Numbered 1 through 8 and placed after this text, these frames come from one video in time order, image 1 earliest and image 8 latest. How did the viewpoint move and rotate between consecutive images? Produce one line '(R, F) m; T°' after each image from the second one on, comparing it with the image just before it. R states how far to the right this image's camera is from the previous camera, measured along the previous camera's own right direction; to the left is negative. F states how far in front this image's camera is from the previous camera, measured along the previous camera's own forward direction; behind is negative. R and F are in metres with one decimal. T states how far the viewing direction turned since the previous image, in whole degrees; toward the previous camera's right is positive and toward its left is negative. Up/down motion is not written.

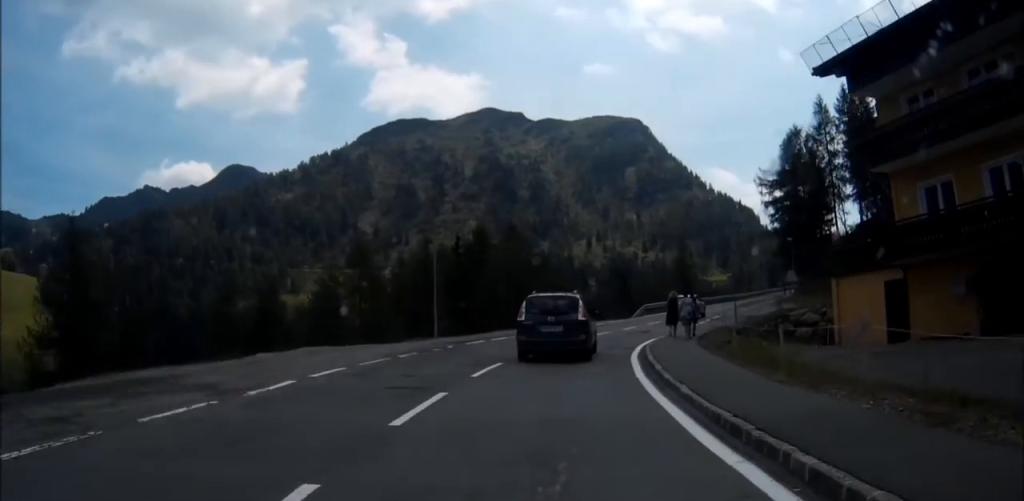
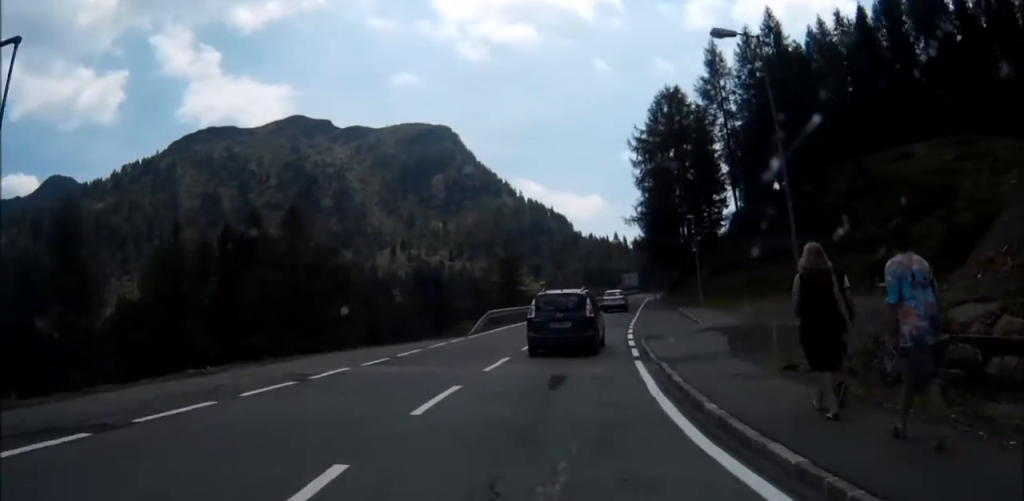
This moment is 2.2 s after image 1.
(+4.1, +23.3) m; +16°
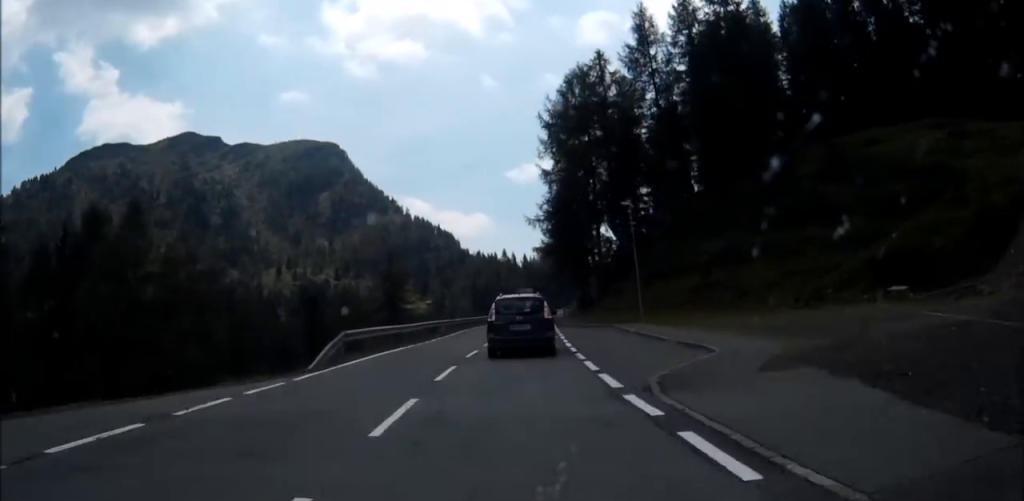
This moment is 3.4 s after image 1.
(+0.8, +13.2) m; +6°
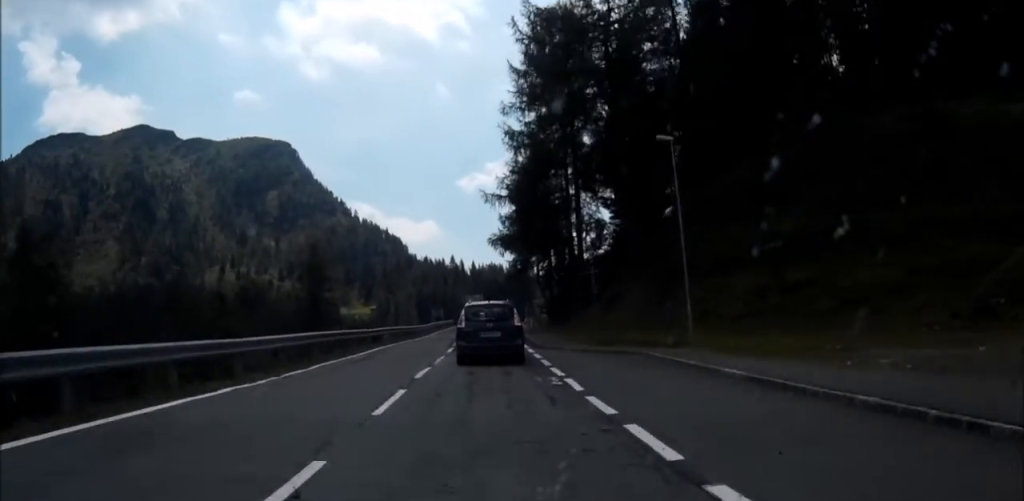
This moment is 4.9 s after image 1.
(+0.8, +16.6) m; +2°
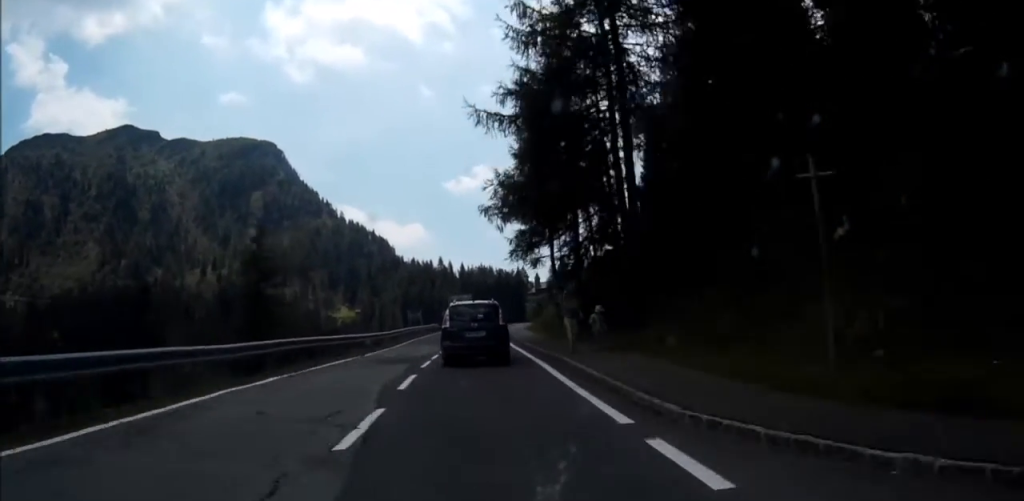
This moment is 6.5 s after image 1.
(+0.2, +19.2) m; +1°
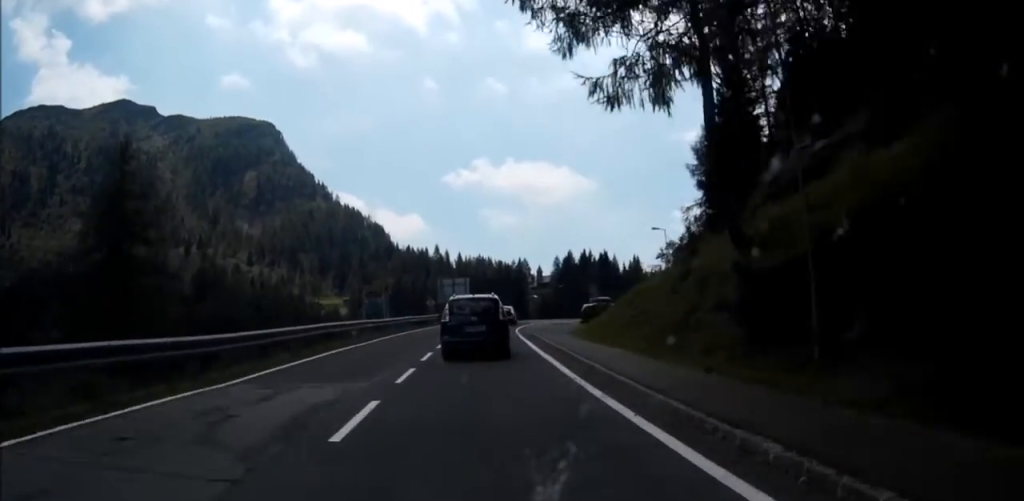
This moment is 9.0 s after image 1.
(0.0, +28.6) m; 0°
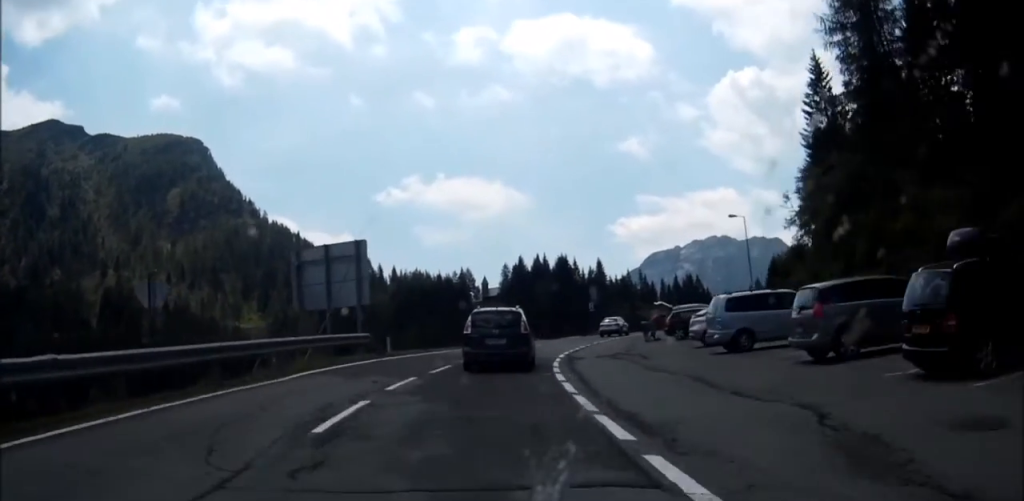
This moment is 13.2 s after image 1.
(+2.3, +48.4) m; +7°
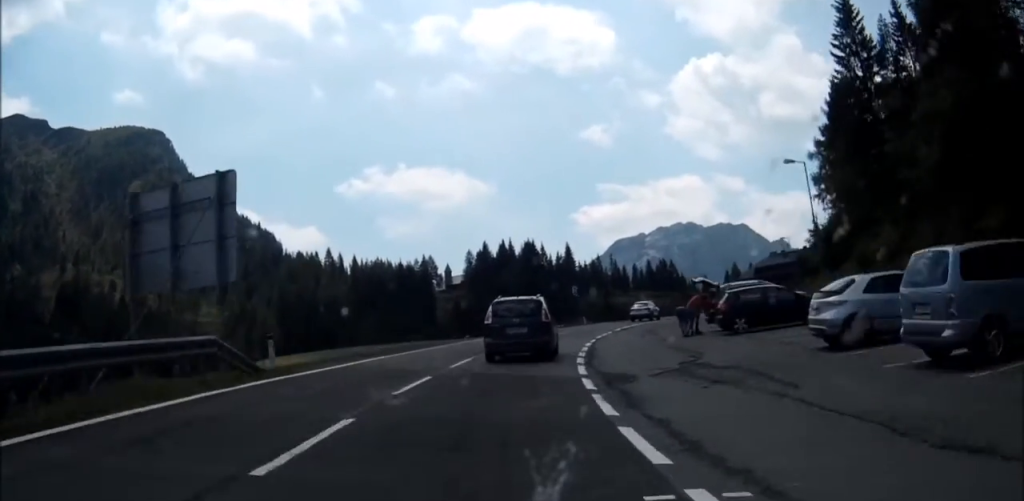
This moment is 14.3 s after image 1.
(+0.4, +13.1) m; +4°
